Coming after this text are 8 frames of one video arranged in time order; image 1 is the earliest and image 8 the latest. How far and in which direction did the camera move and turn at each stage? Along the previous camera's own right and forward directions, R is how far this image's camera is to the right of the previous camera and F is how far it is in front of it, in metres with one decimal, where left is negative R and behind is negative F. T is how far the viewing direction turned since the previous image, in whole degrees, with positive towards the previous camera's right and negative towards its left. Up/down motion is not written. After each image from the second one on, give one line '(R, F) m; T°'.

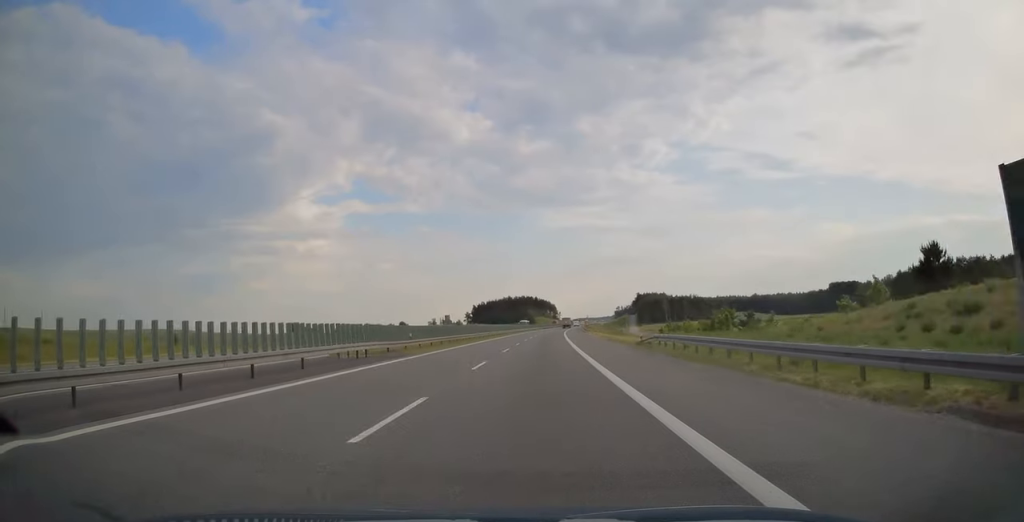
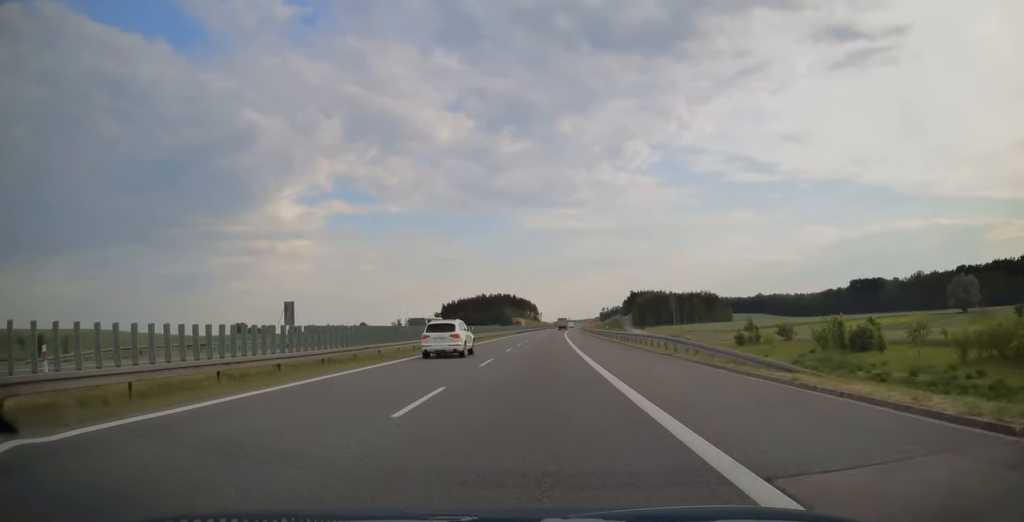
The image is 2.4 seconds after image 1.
(+1.4, +82.8) m; +2°
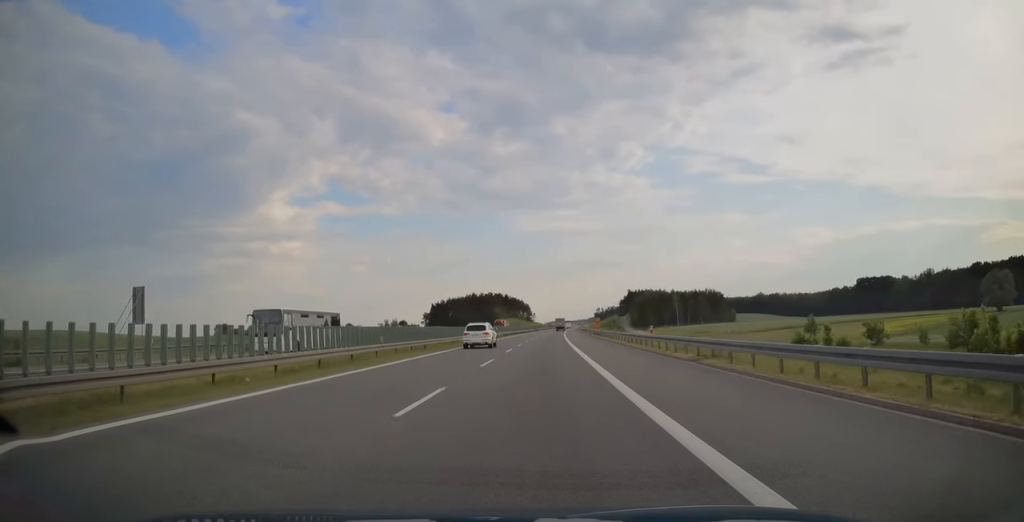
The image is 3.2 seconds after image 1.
(+0.2, +24.4) m; +1°
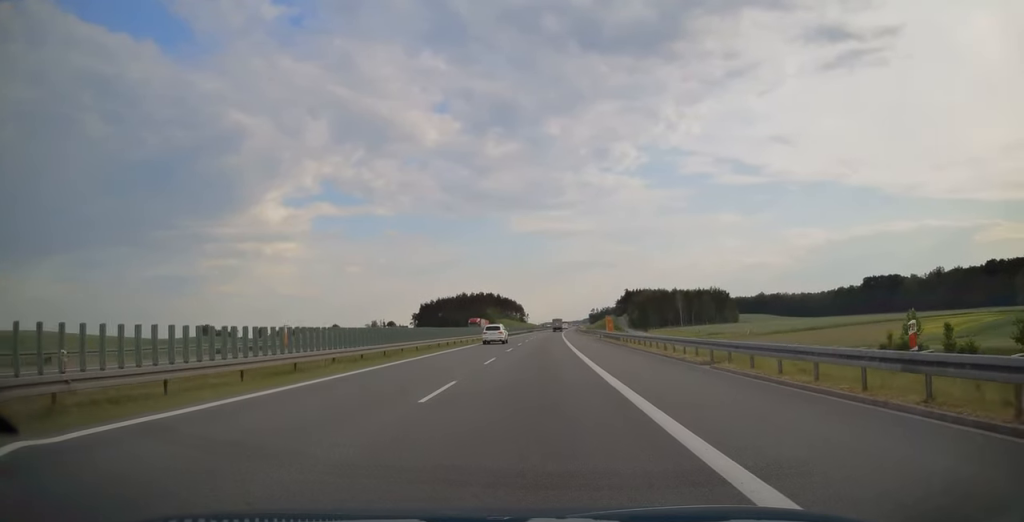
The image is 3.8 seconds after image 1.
(0.0, +22.1) m; 0°
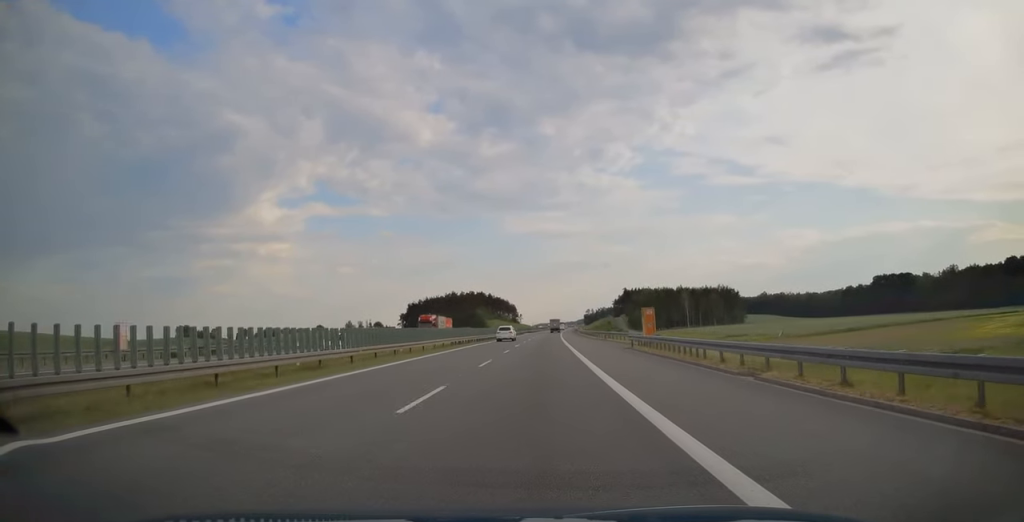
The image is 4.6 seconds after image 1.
(+0.1, +25.4) m; +1°
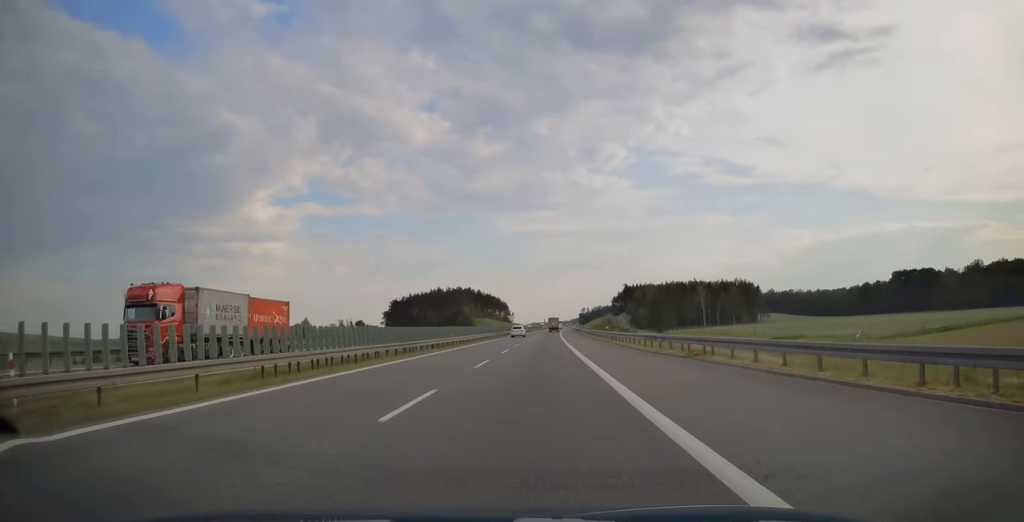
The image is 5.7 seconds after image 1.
(+0.3, +36.9) m; +1°
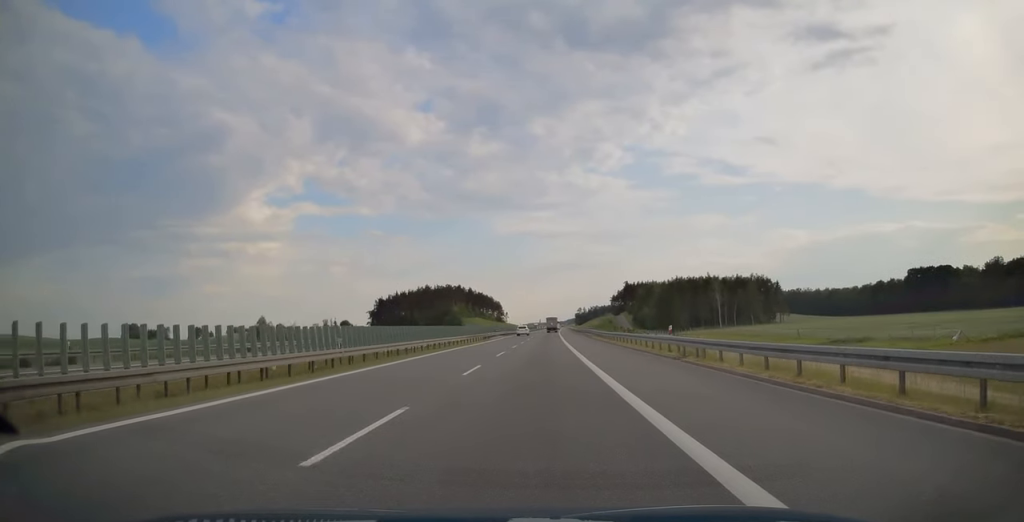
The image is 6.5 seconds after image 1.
(+0.1, +27.0) m; +1°
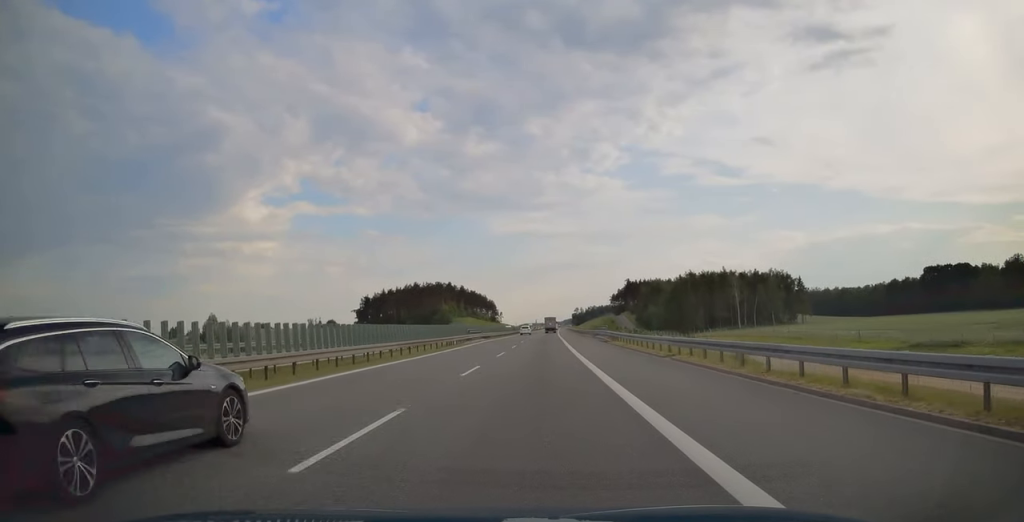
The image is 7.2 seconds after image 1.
(0.0, +24.2) m; +1°
